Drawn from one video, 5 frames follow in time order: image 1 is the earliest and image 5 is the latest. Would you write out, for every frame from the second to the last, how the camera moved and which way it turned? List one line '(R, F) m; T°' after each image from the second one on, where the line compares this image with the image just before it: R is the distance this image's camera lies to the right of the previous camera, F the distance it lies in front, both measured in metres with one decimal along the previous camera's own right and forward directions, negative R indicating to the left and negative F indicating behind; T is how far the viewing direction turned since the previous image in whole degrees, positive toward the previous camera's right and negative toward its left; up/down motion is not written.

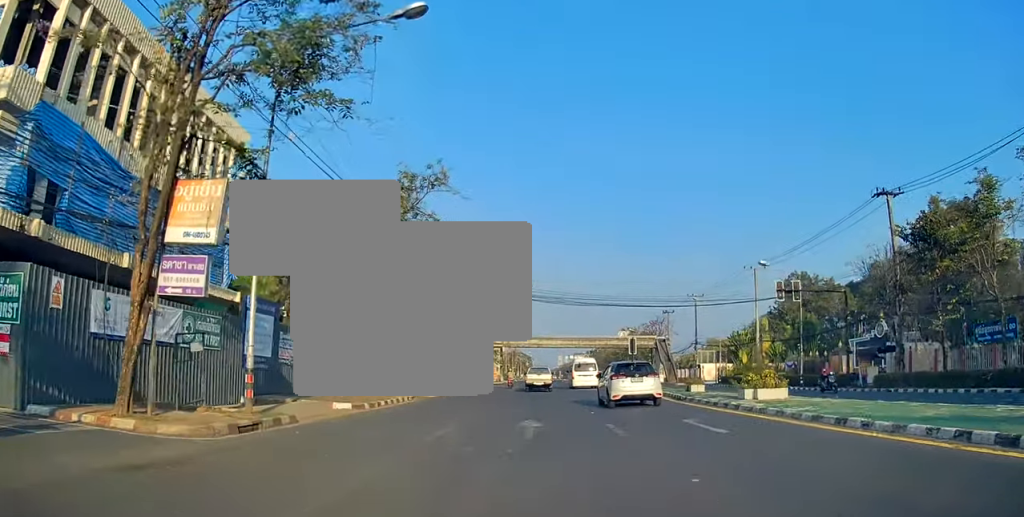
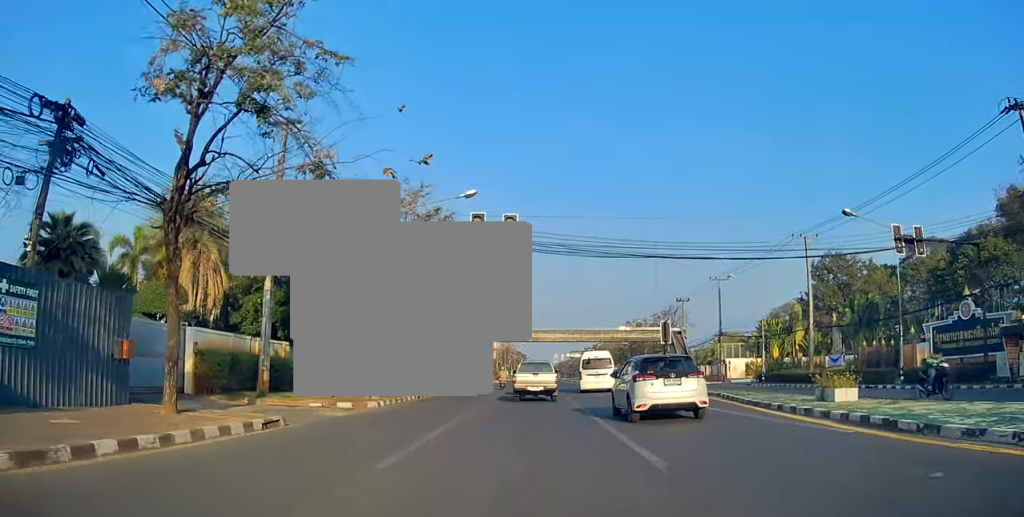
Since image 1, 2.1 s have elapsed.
(-0.6, +17.1) m; -2°
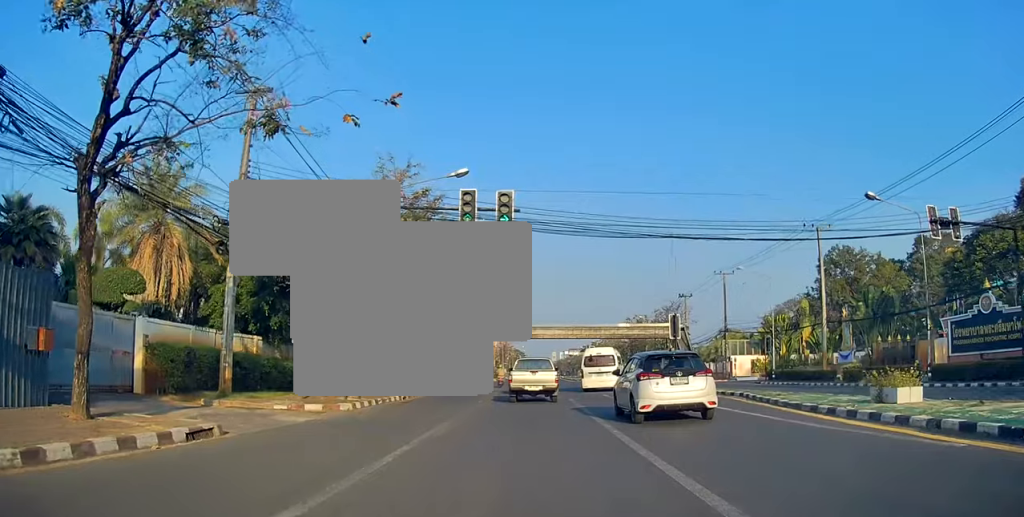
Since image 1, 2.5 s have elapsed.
(0.0, +3.5) m; -1°
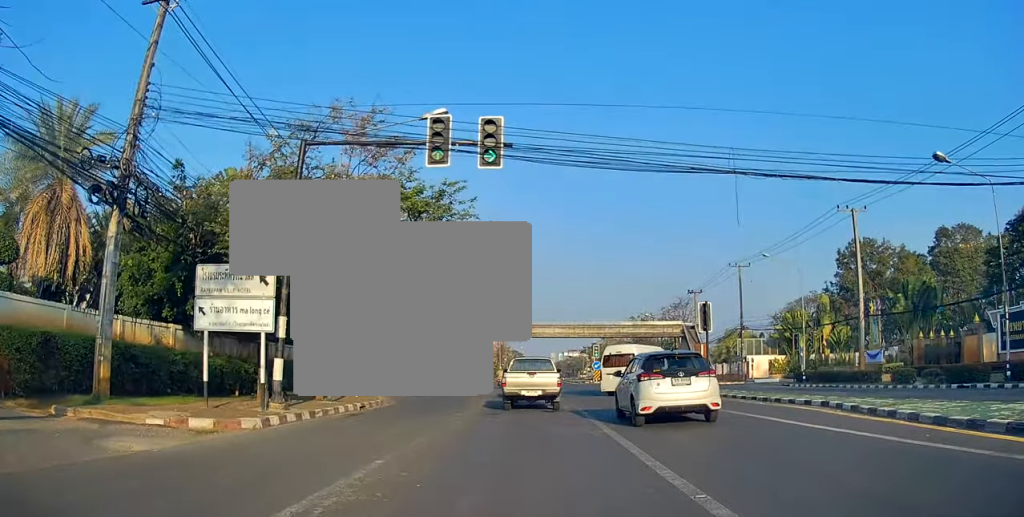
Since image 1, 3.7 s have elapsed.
(-0.1, +8.0) m; +1°
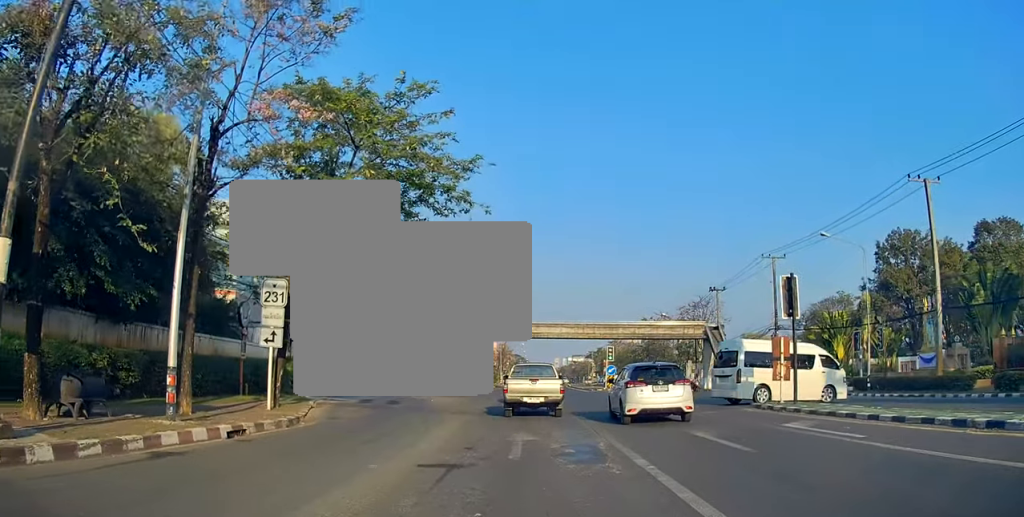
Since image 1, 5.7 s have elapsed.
(+0.2, +10.8) m; +2°
